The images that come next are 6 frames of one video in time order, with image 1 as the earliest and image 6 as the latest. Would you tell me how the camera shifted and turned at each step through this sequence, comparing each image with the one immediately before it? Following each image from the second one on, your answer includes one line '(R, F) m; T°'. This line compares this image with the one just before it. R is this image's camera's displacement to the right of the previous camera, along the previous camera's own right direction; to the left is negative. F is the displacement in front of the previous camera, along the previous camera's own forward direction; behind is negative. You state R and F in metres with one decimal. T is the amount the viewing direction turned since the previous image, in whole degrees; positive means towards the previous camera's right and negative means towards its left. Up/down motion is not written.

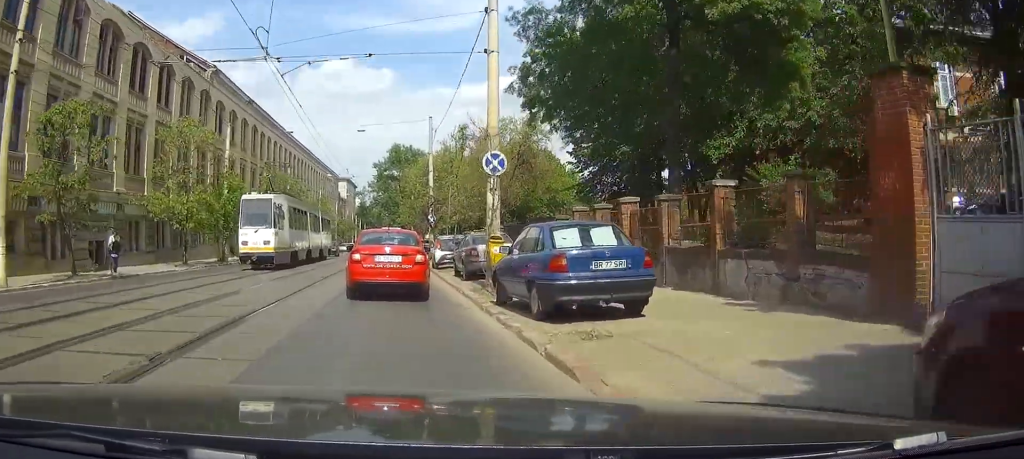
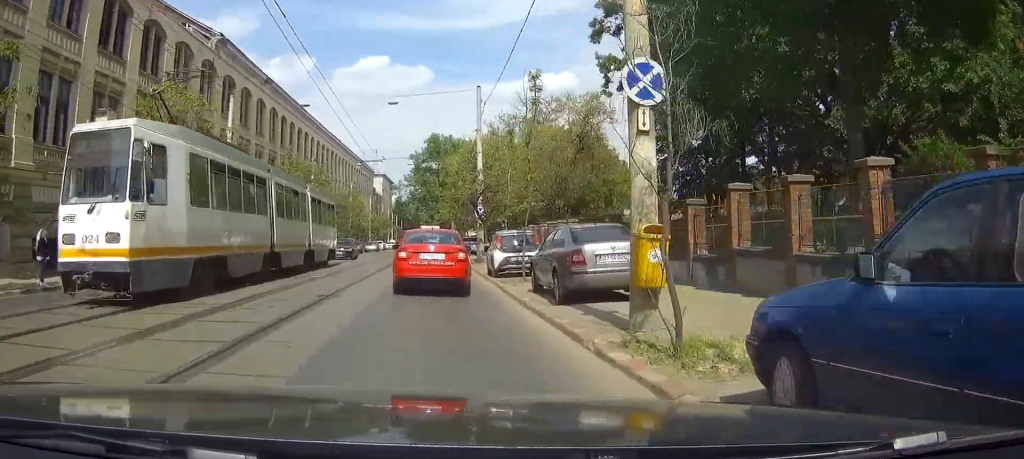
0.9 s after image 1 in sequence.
(-0.2, +8.9) m; 0°
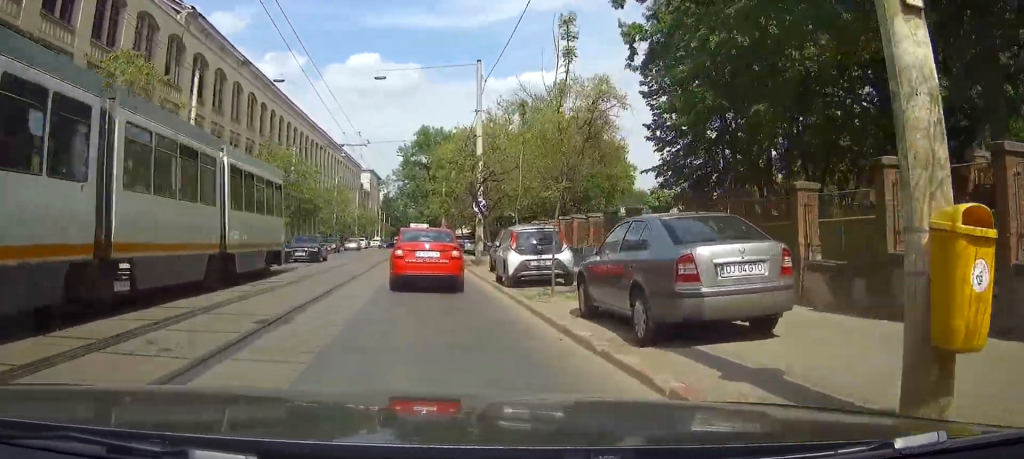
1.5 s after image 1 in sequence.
(+0.1, +5.5) m; +1°
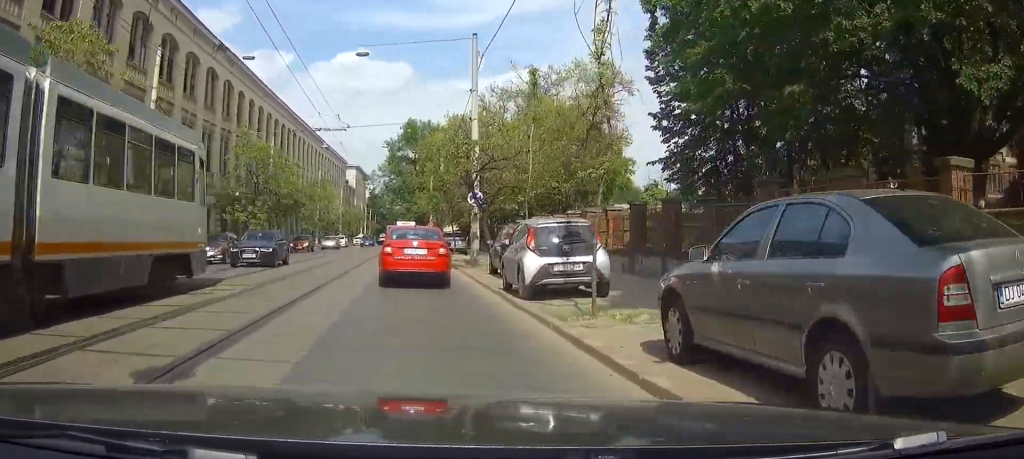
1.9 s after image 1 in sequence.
(0.0, +4.3) m; 0°
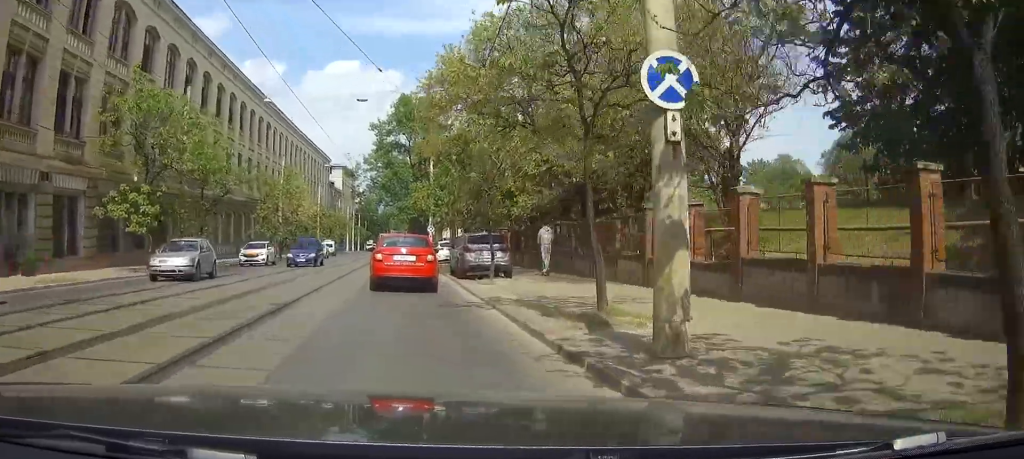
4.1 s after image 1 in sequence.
(0.0, +22.5) m; 0°
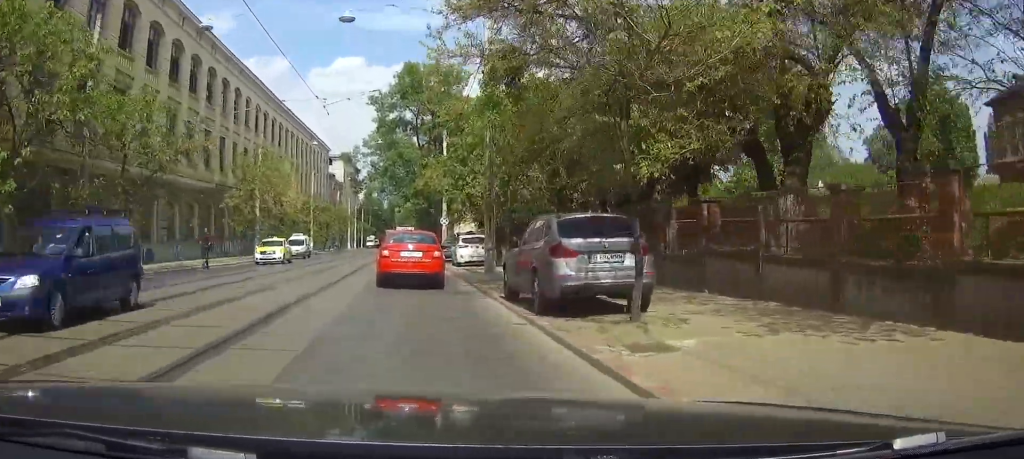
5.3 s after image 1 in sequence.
(0.0, +13.0) m; 0°
